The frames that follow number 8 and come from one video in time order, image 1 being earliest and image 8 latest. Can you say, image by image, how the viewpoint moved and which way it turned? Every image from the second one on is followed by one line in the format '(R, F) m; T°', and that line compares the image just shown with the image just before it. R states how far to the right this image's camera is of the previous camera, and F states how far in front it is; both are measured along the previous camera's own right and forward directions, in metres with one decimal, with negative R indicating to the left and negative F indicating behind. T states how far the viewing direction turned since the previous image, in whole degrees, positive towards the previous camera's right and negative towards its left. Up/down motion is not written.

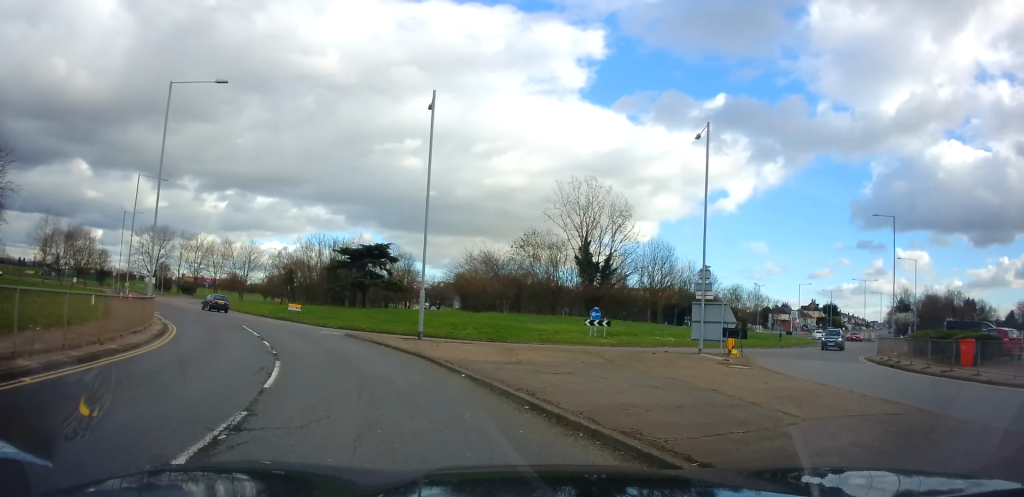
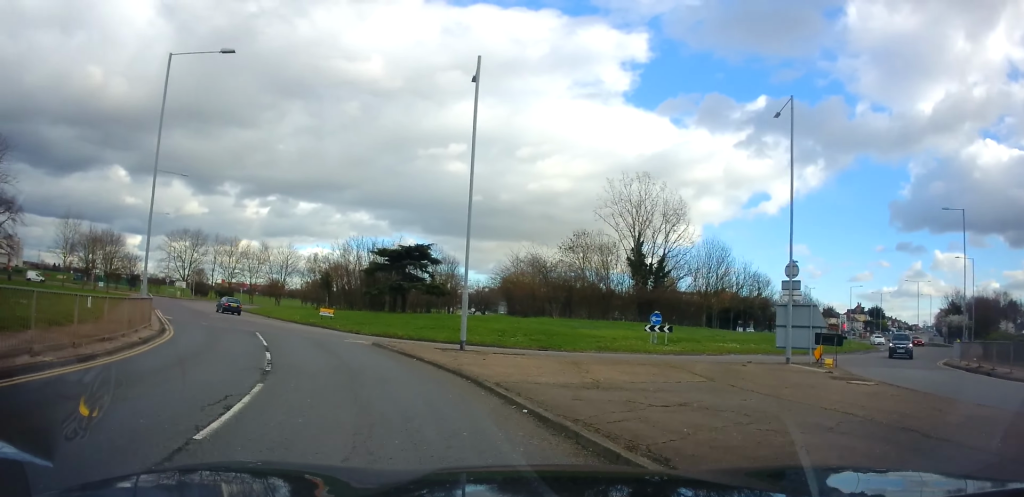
(-0.1, +3.8) m; -3°
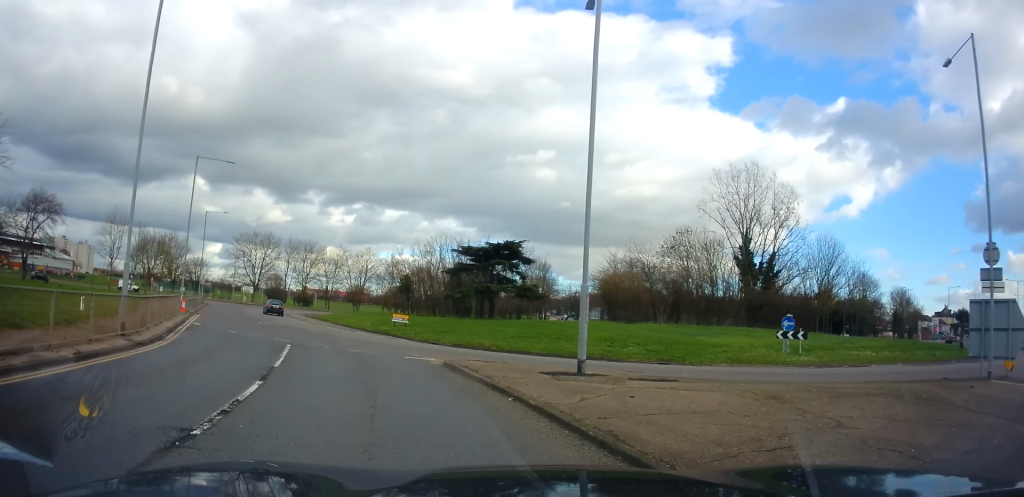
(-0.1, +6.4) m; -4°
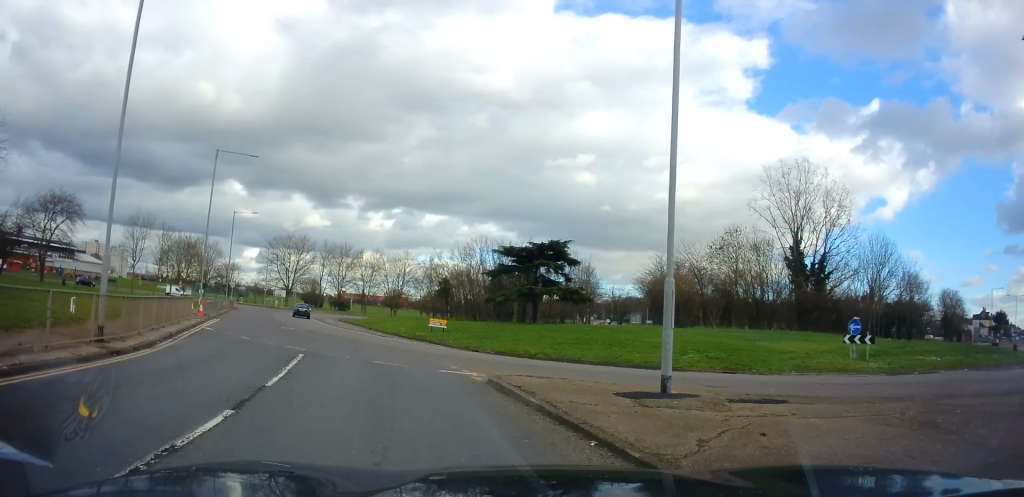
(-0.2, +2.6) m; -4°
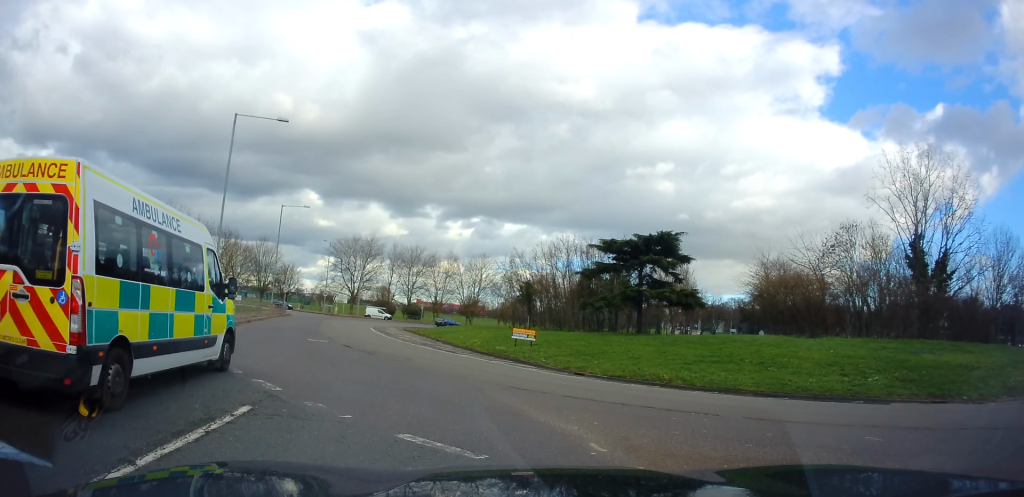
(-1.7, +8.9) m; -22°
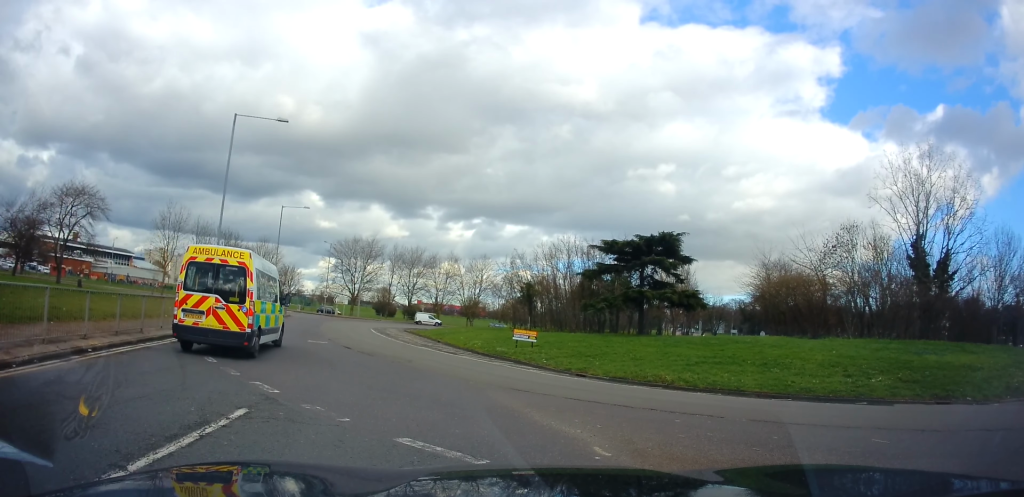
(0.0, +0.4) m; 0°
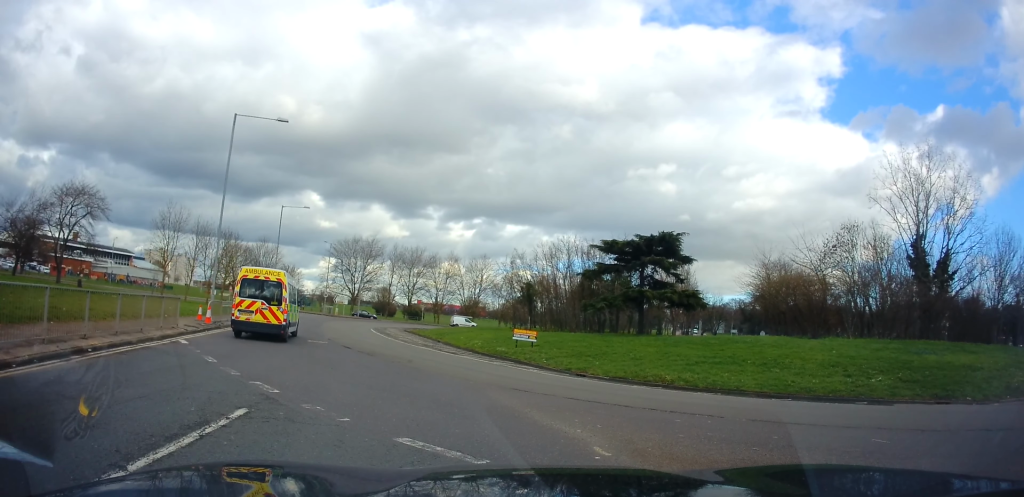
(0.0, 0.0) m; 0°
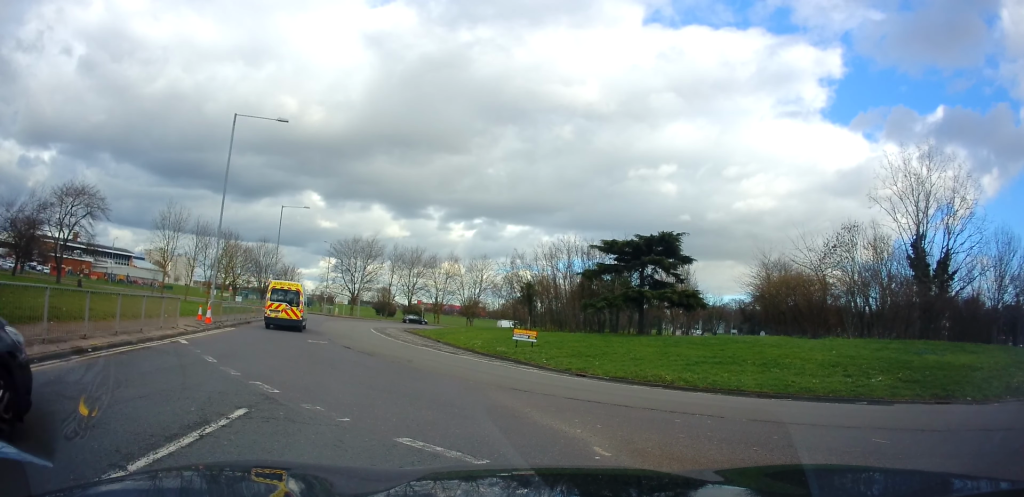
(0.0, 0.0) m; 0°
